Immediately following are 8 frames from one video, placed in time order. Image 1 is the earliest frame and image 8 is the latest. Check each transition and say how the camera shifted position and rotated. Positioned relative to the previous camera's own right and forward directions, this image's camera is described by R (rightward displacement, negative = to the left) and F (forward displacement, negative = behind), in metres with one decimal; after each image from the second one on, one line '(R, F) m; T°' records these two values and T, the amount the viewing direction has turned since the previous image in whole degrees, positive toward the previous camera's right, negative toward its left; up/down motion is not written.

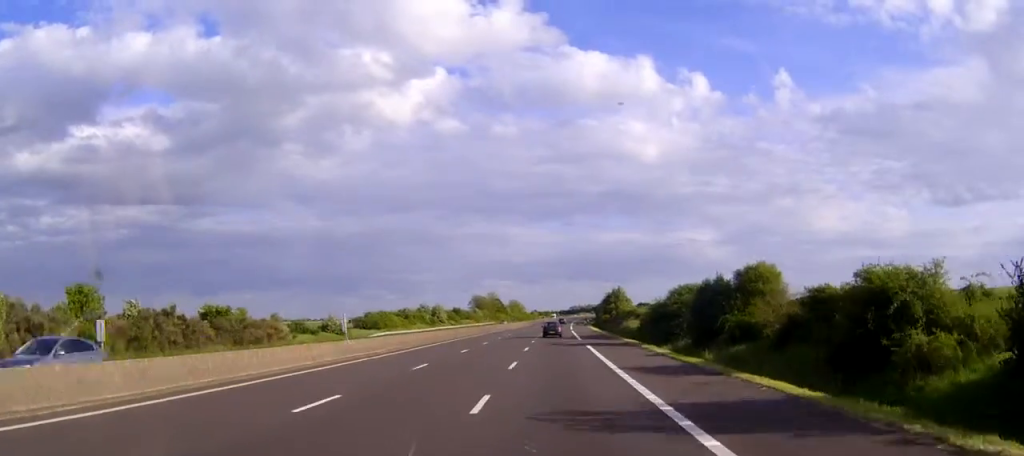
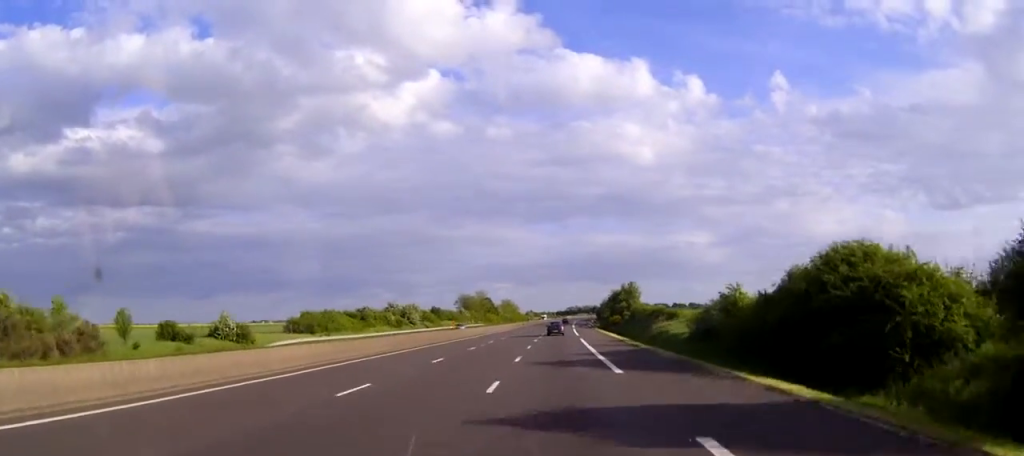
(+0.1, +35.9) m; 0°
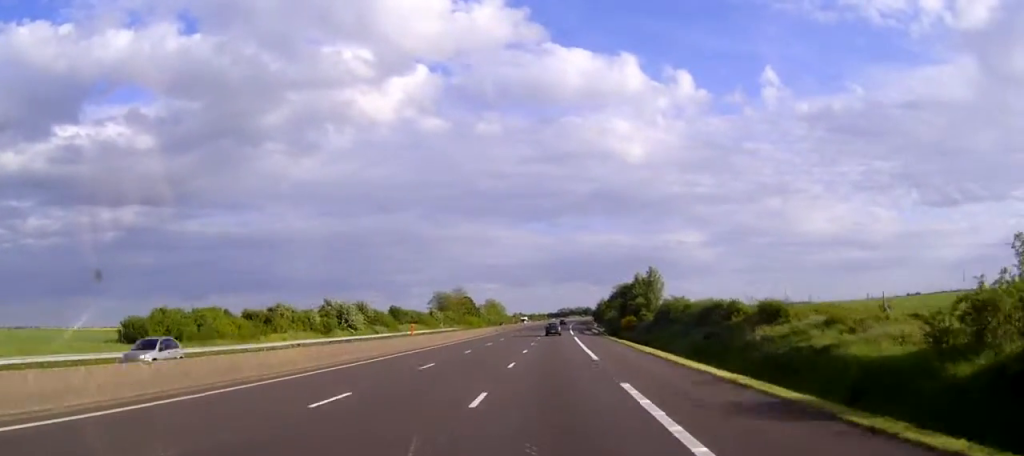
(+0.3, +41.6) m; +1°
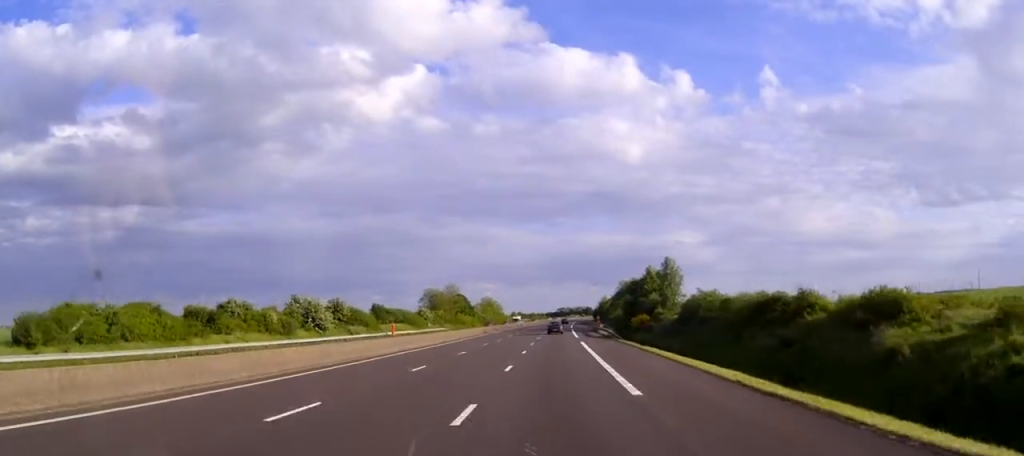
(0.0, +16.1) m; 0°
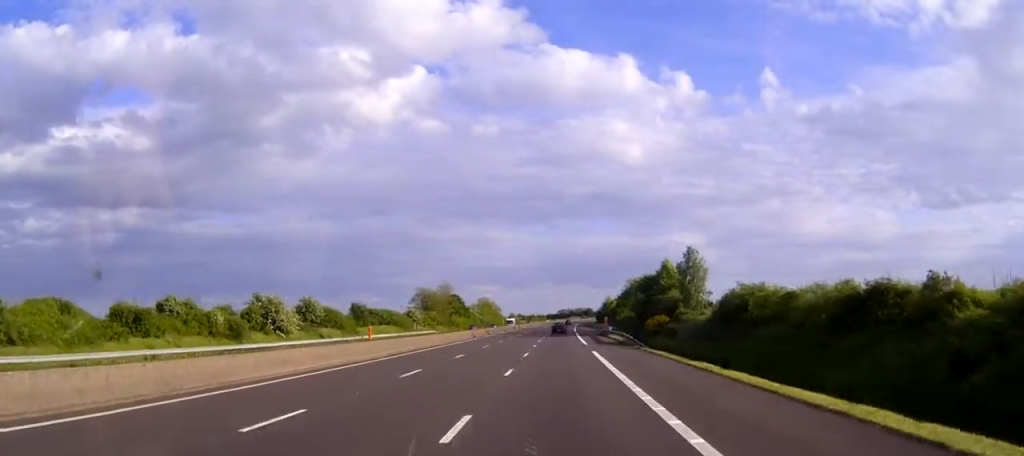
(0.0, +15.2) m; 0°
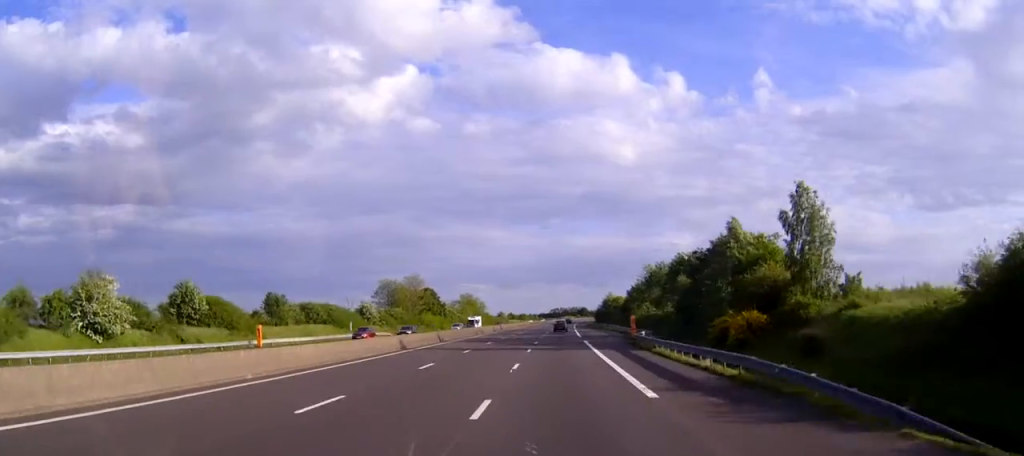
(+0.1, +37.7) m; +1°
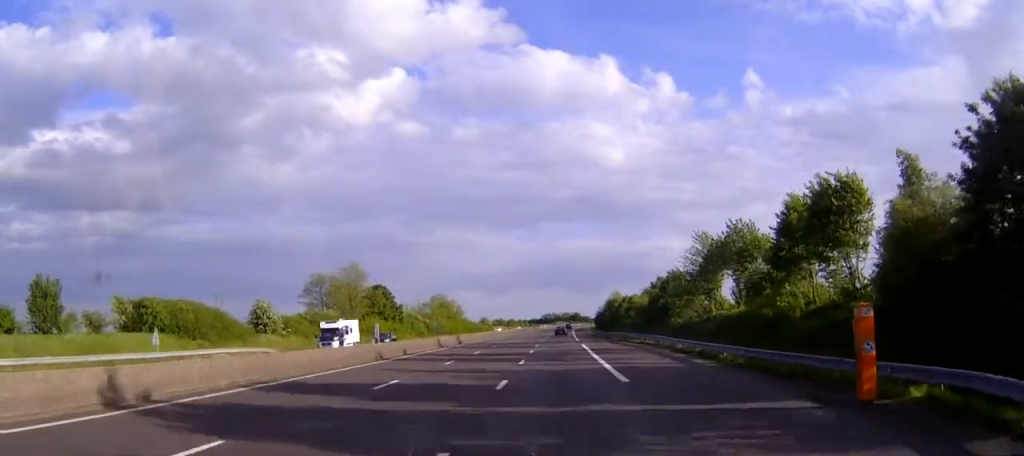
(+0.3, +46.1) m; +1°
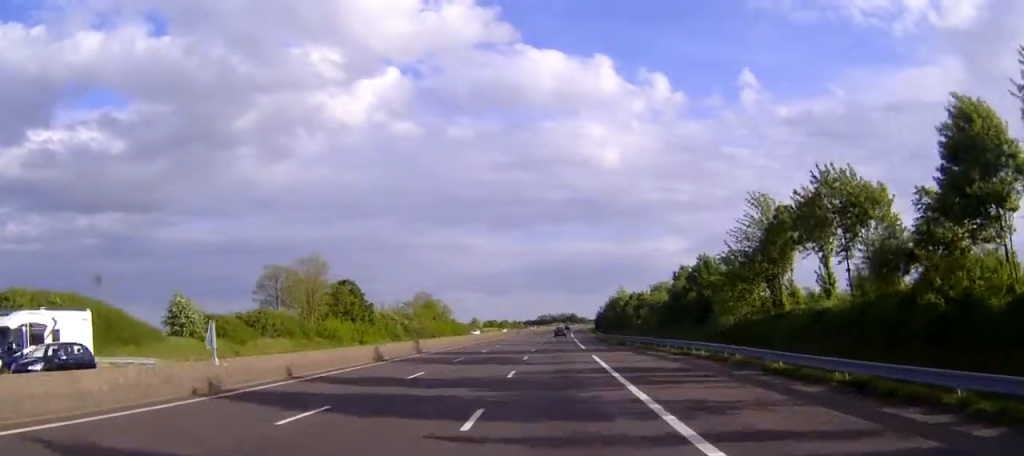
(+0.1, +20.8) m; 0°
